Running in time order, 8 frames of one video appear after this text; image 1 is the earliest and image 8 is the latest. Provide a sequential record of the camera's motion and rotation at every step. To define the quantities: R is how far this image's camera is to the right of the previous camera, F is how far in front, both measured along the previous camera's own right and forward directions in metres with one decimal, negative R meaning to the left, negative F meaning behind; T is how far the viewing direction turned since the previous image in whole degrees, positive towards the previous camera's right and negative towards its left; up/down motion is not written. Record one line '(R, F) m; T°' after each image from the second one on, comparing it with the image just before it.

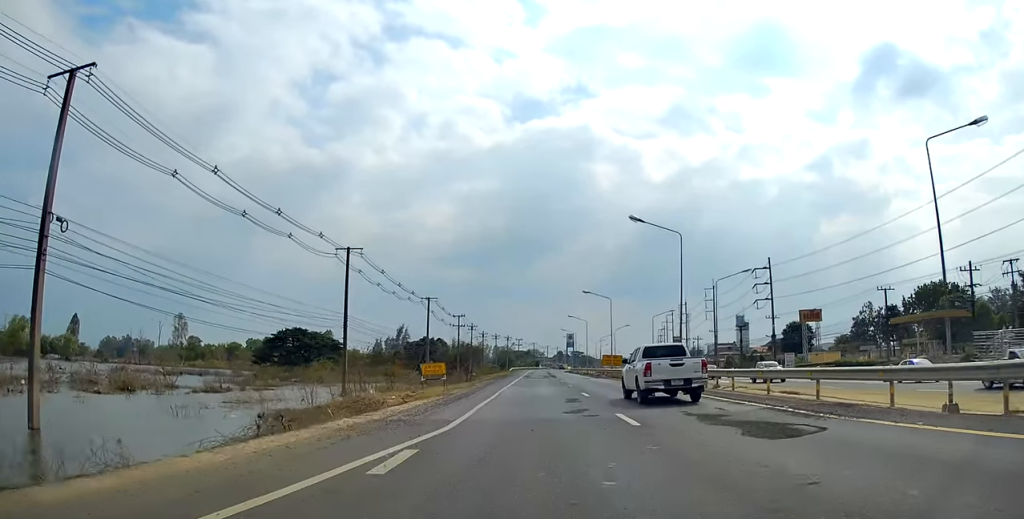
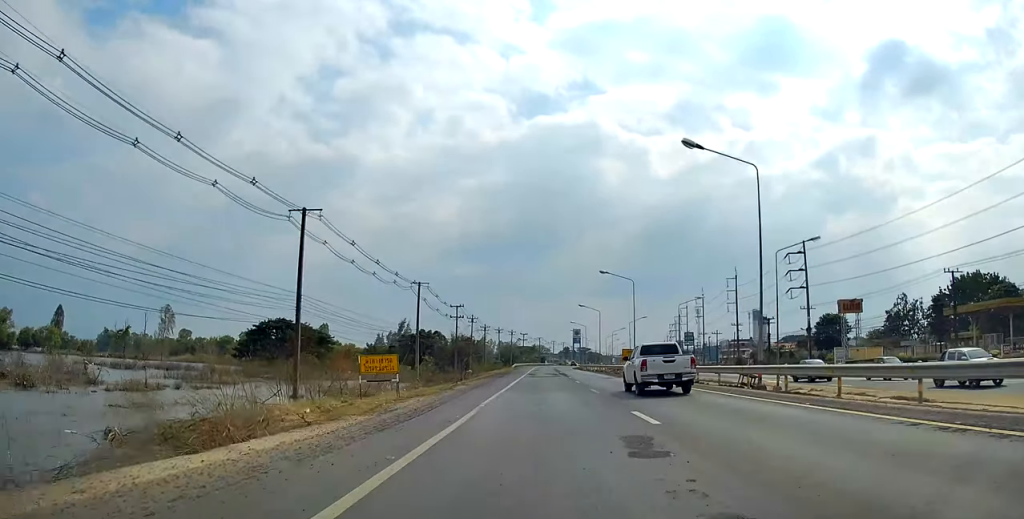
(+0.1, +12.8) m; -2°
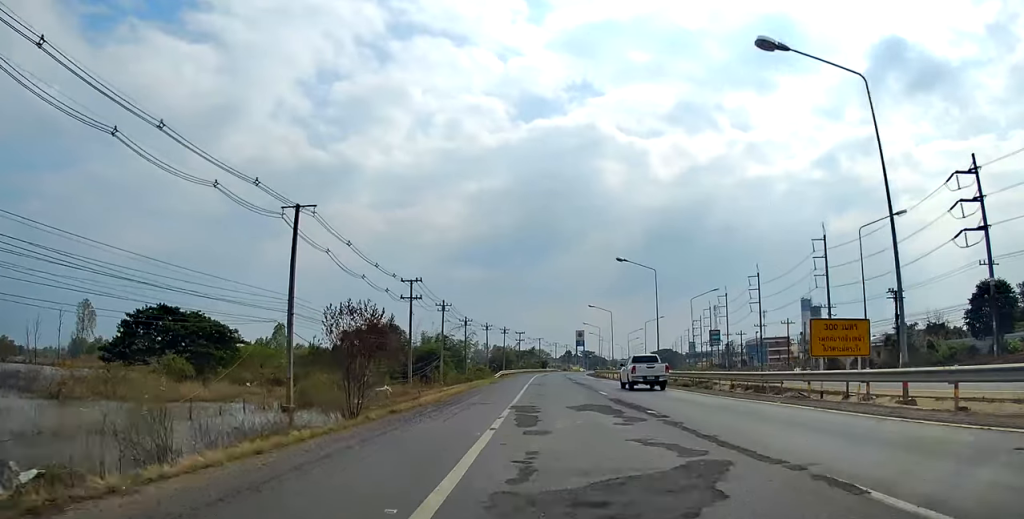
(-0.9, +44.5) m; +2°
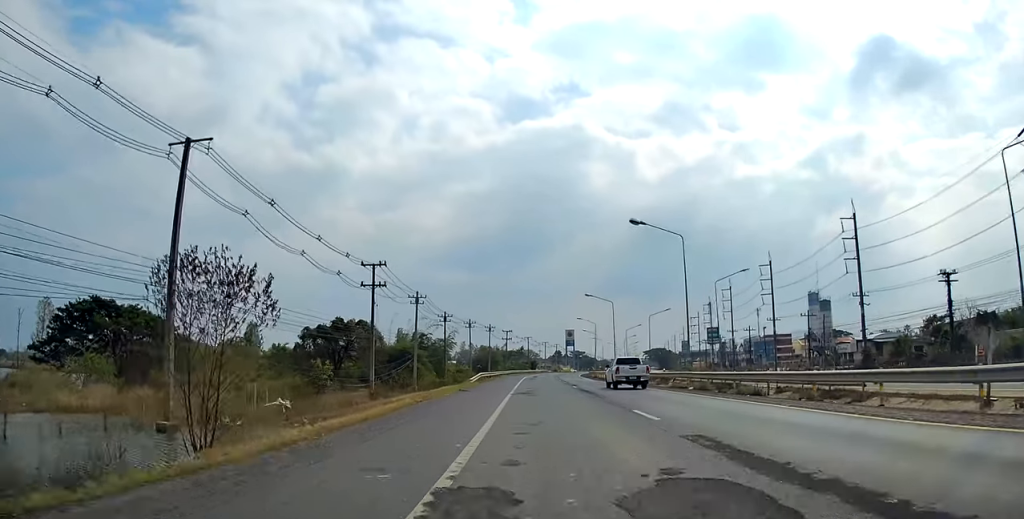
(+0.2, +13.3) m; 0°
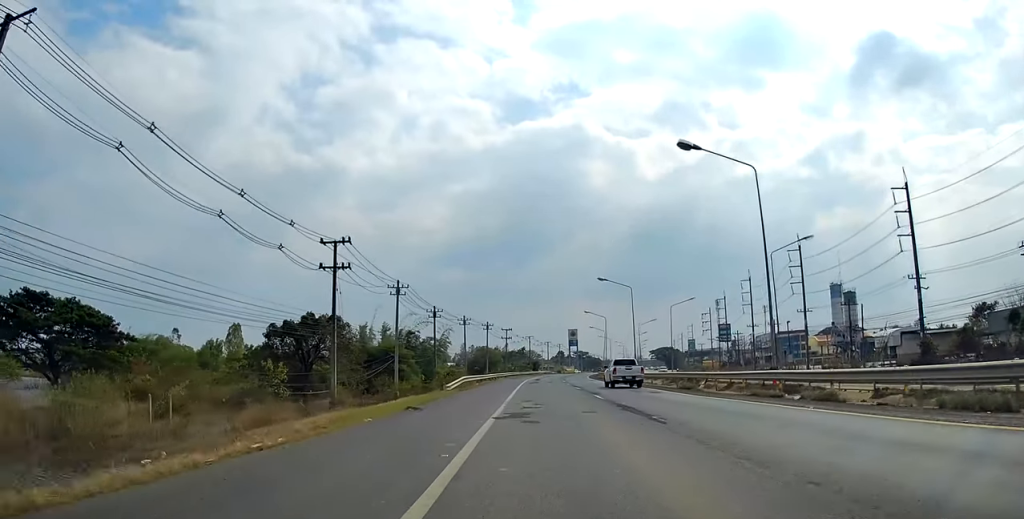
(0.0, +13.1) m; -2°
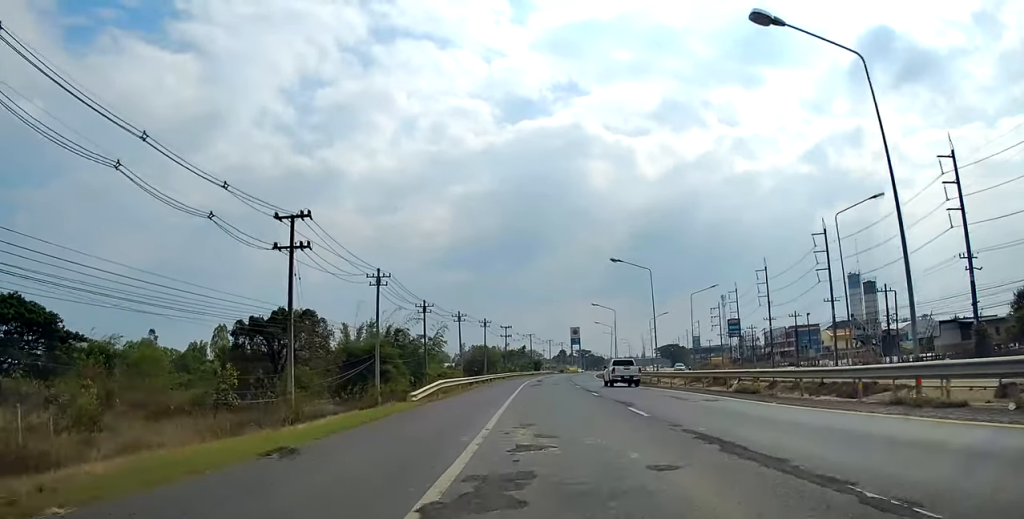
(-0.5, +10.1) m; 0°
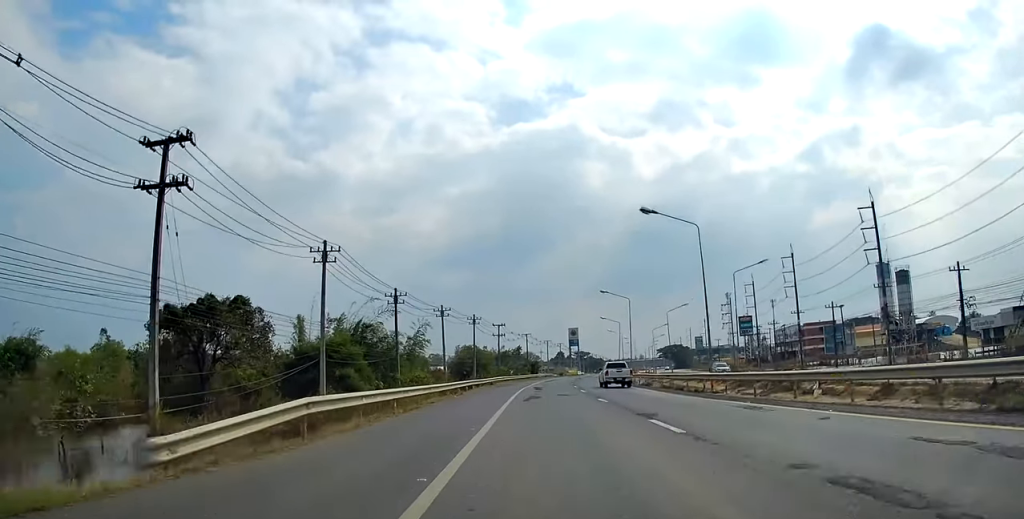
(+0.3, +16.0) m; +2°
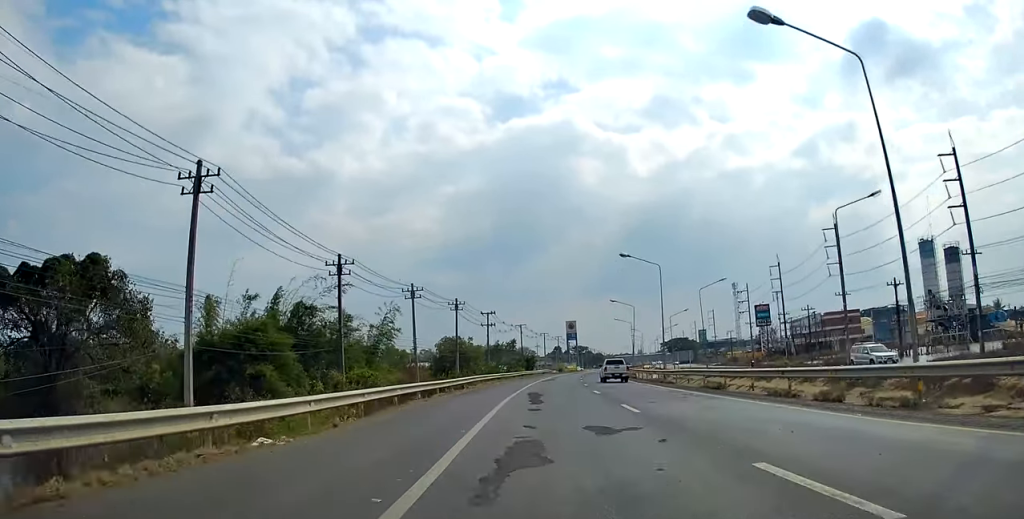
(+0.4, +19.0) m; +1°
